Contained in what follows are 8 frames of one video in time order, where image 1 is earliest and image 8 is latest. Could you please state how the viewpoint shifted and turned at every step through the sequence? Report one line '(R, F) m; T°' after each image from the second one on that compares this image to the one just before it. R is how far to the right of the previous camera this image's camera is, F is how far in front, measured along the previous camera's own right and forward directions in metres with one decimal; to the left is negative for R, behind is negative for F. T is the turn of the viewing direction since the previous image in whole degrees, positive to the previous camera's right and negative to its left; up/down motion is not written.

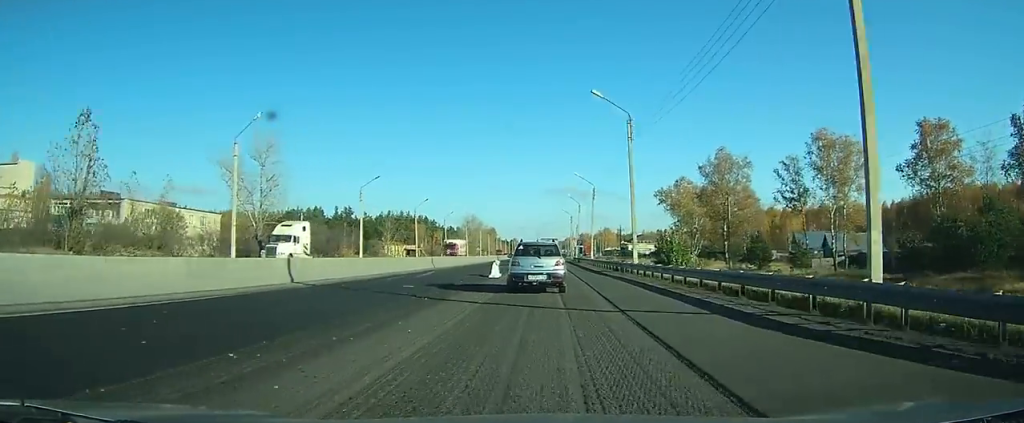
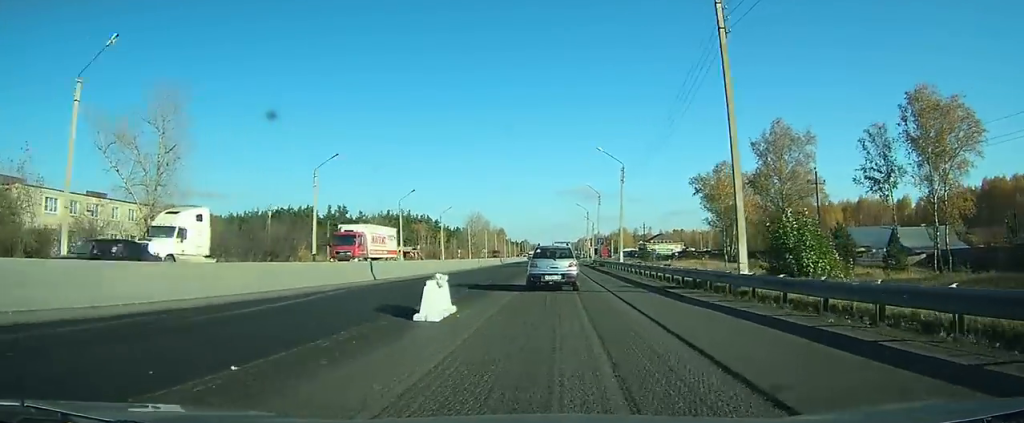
(+0.1, +18.7) m; +1°
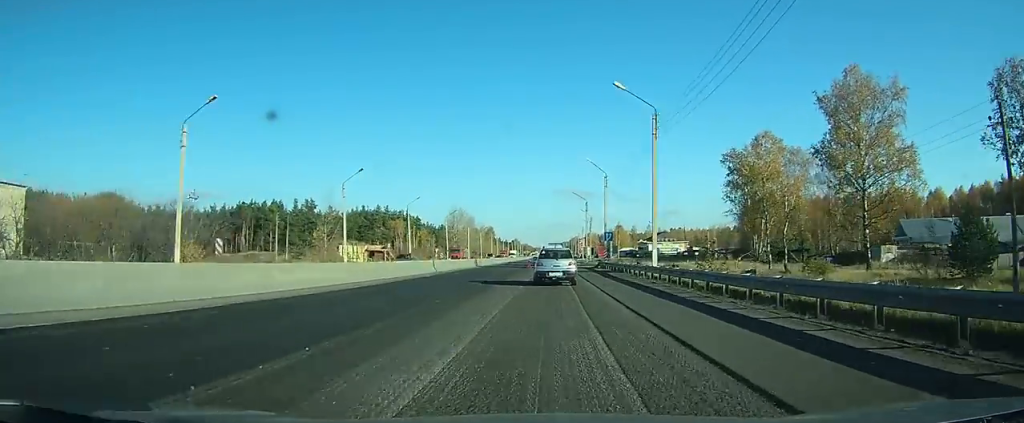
(+0.4, +20.7) m; +2°
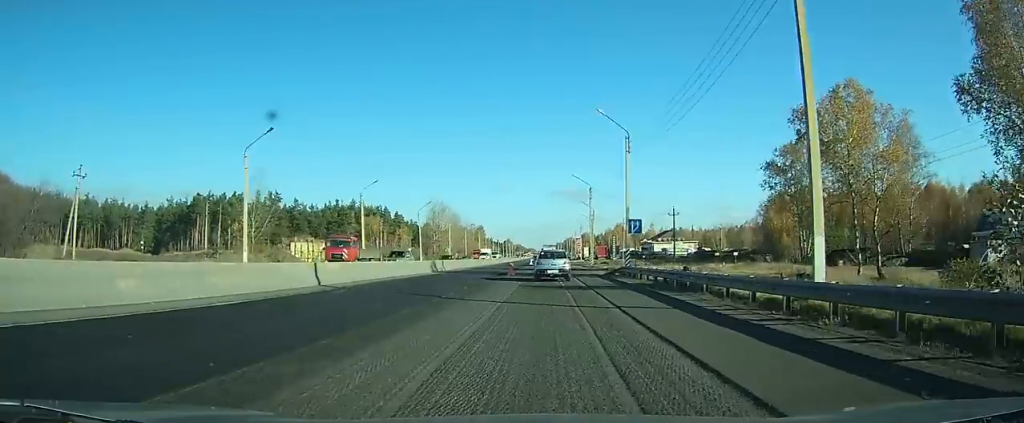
(+0.2, +20.8) m; +1°
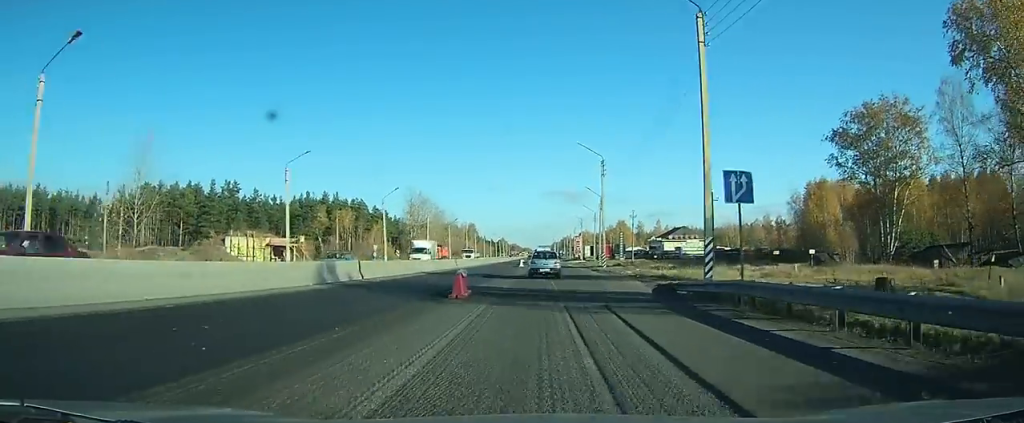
(0.0, +21.6) m; 0°
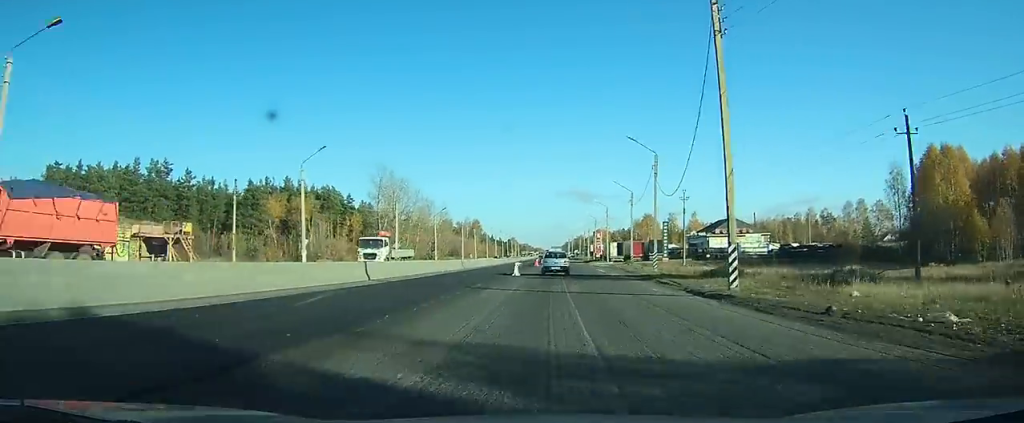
(-0.2, +35.1) m; -1°
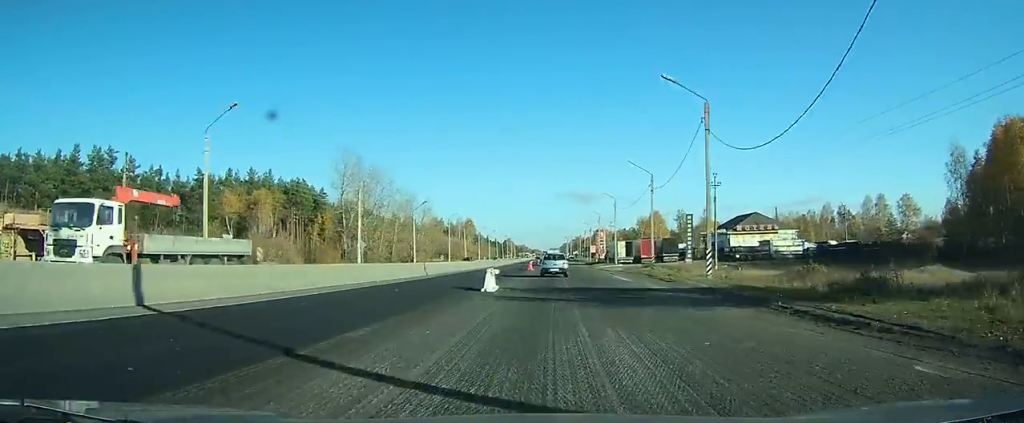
(-0.1, +16.2) m; 0°
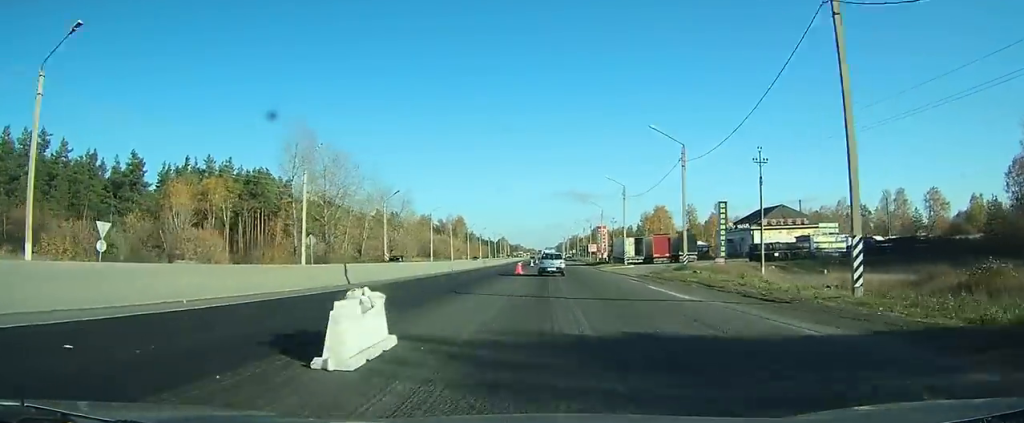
(-0.1, +14.5) m; 0°
